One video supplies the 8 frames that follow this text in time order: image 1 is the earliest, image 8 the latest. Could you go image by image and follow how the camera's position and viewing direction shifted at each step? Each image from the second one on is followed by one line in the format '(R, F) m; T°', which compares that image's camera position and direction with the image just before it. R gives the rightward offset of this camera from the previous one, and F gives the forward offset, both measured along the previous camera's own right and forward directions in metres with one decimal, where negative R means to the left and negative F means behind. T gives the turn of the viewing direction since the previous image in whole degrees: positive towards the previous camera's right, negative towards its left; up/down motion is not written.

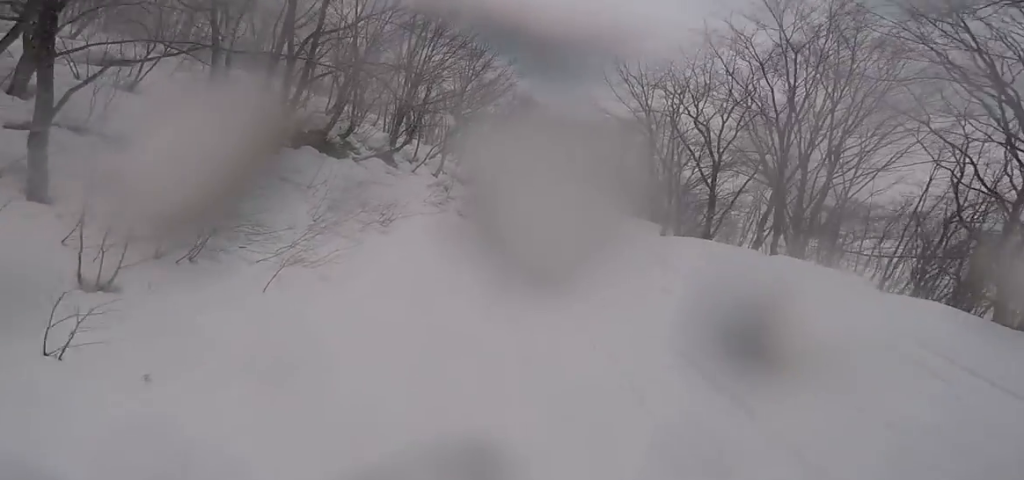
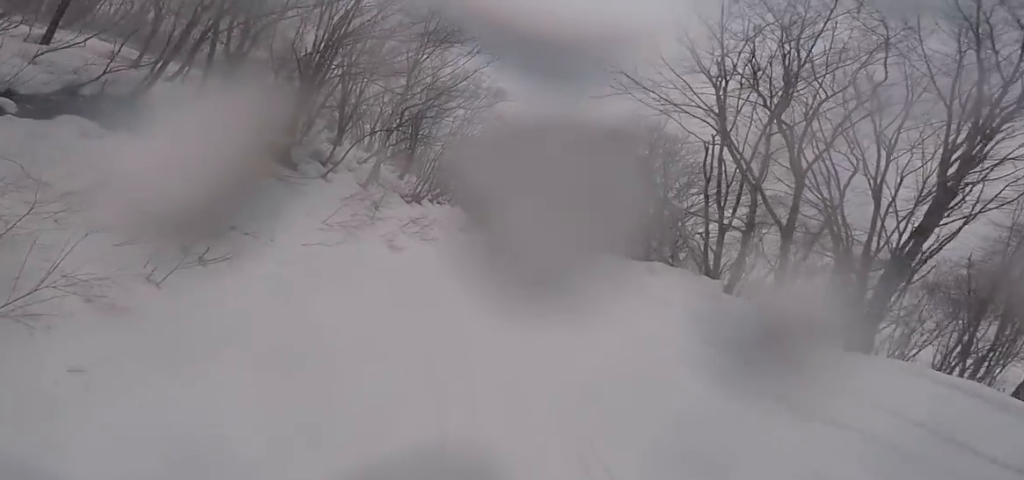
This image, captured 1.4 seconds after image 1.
(+0.5, +10.6) m; +9°
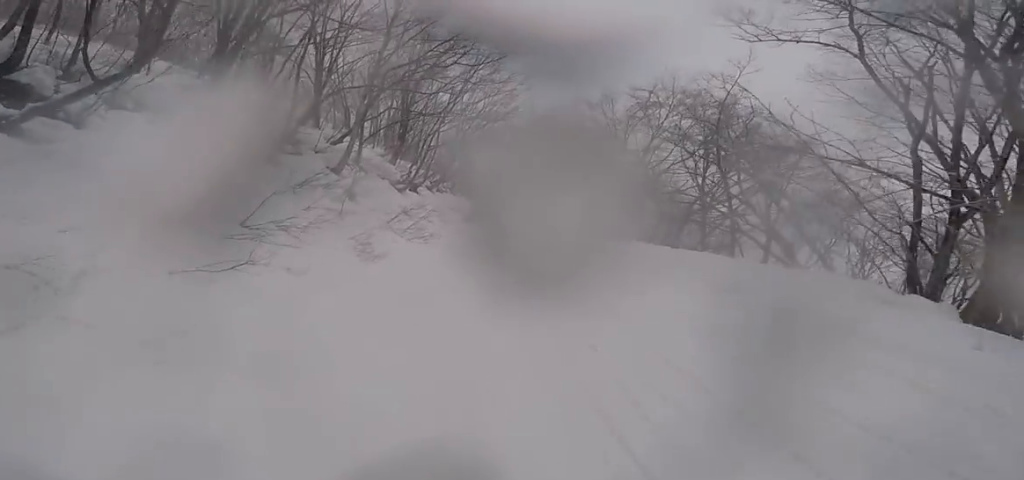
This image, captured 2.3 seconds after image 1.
(+0.2, +6.8) m; +3°
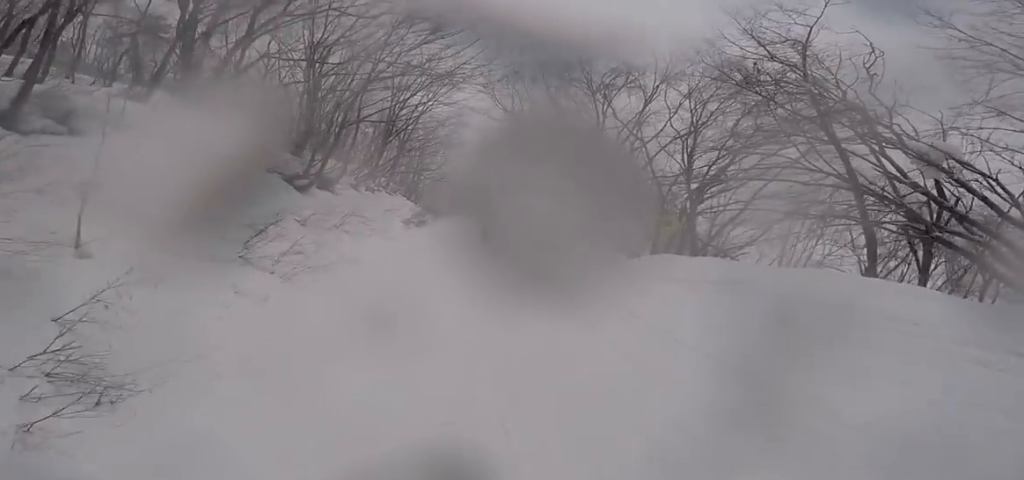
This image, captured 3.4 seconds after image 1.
(+0.3, +8.5) m; -7°
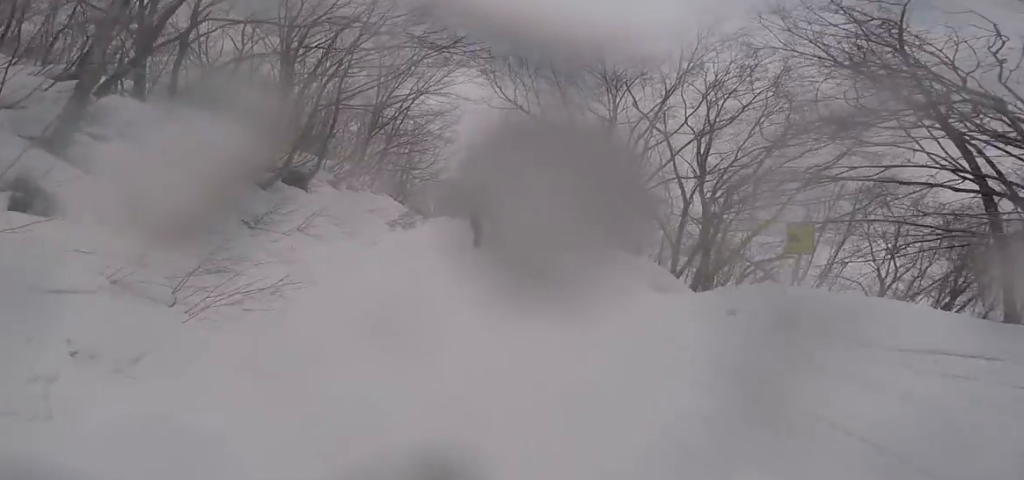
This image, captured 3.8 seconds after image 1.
(-0.3, +3.1) m; +2°
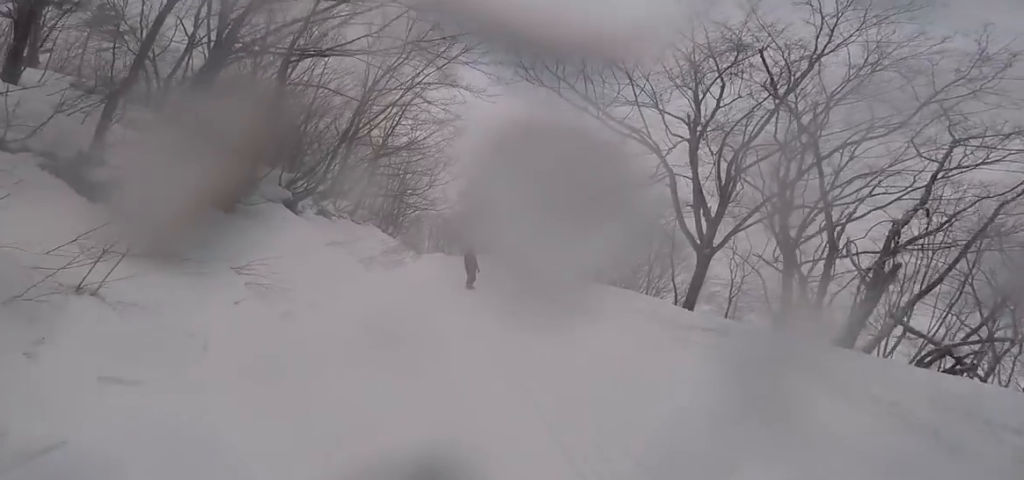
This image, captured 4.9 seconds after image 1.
(-0.1, +7.7) m; +8°
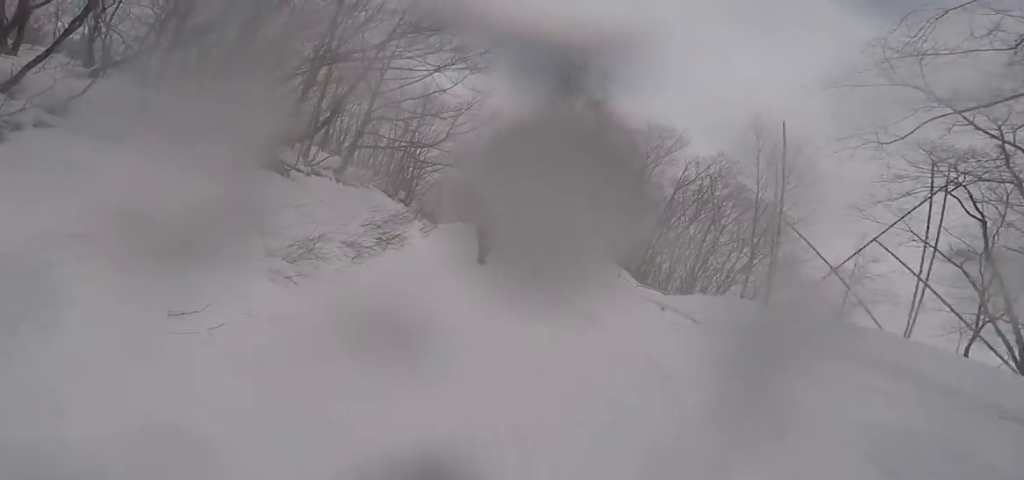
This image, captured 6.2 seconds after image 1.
(+0.8, +11.0) m; -1°
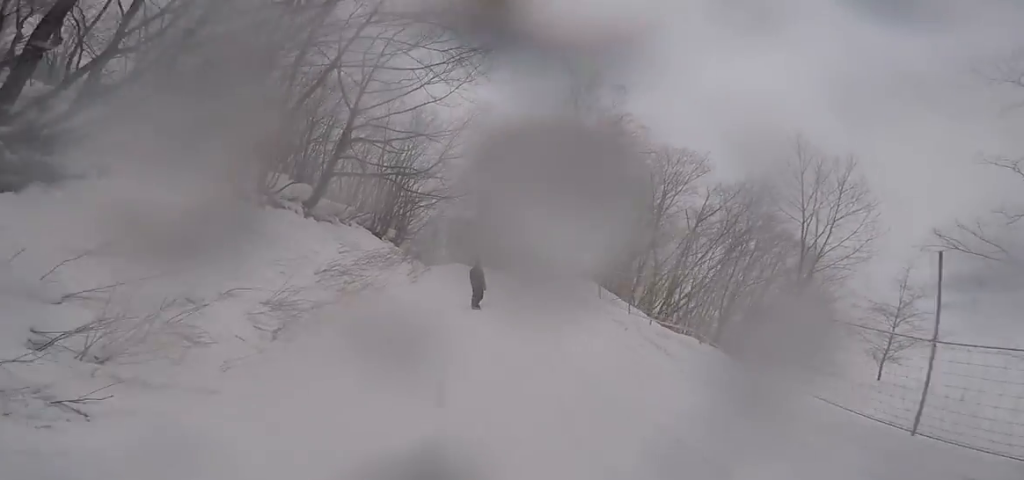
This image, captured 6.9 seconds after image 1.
(-0.2, +5.2) m; -2°
